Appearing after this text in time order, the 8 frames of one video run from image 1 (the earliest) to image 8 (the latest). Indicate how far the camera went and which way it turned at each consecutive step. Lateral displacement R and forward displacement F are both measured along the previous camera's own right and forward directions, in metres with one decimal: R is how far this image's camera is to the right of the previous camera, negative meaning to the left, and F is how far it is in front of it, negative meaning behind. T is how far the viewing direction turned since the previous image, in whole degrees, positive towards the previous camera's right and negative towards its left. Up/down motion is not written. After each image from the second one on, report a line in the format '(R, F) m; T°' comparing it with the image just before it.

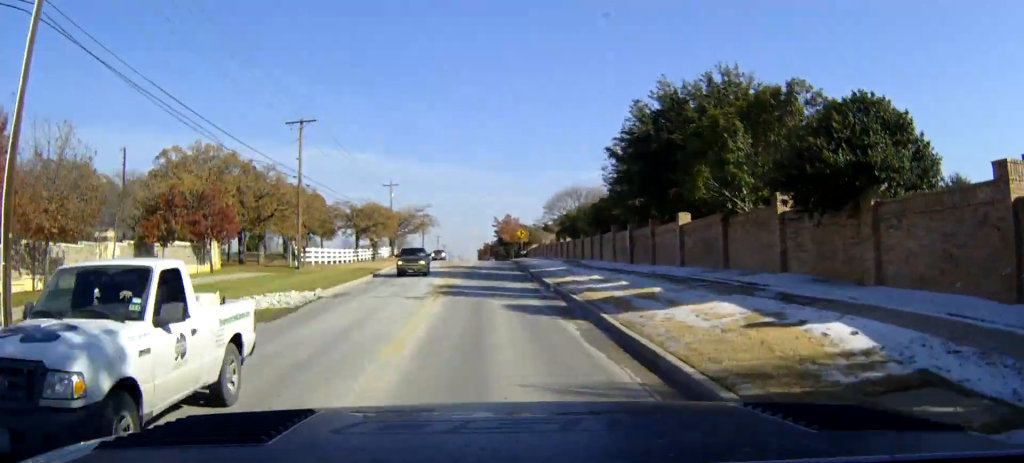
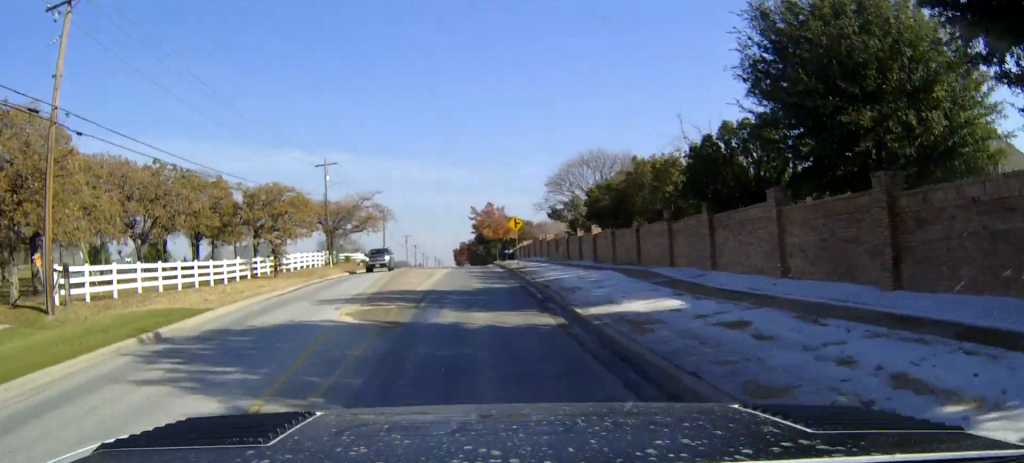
(+0.2, +30.5) m; +1°
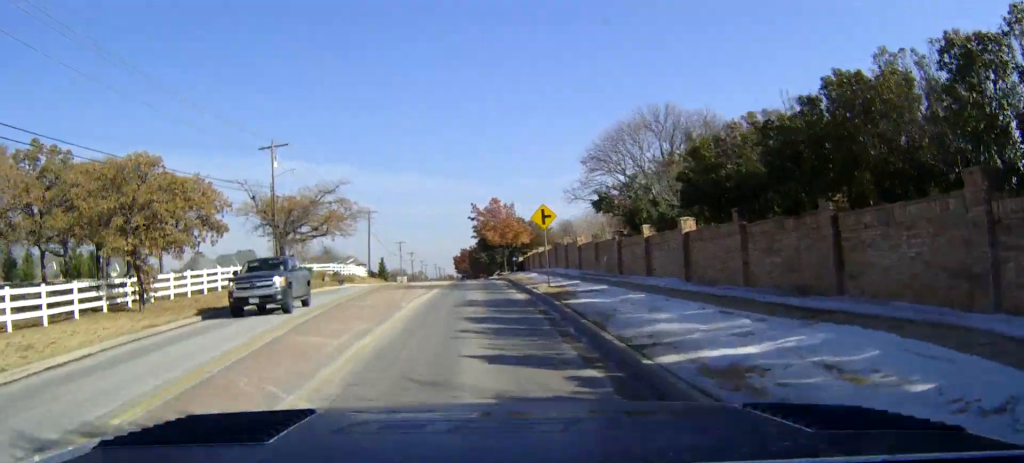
(+0.1, +20.0) m; 0°
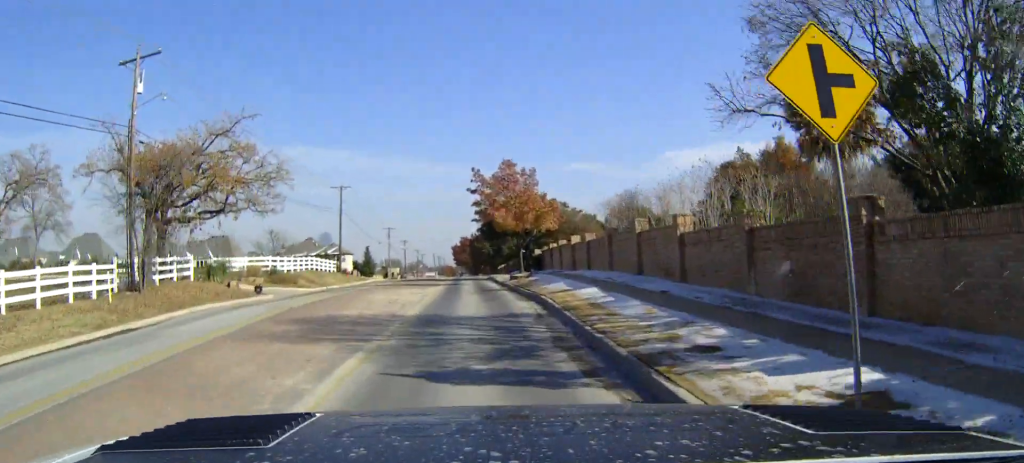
(-0.1, +24.6) m; -1°
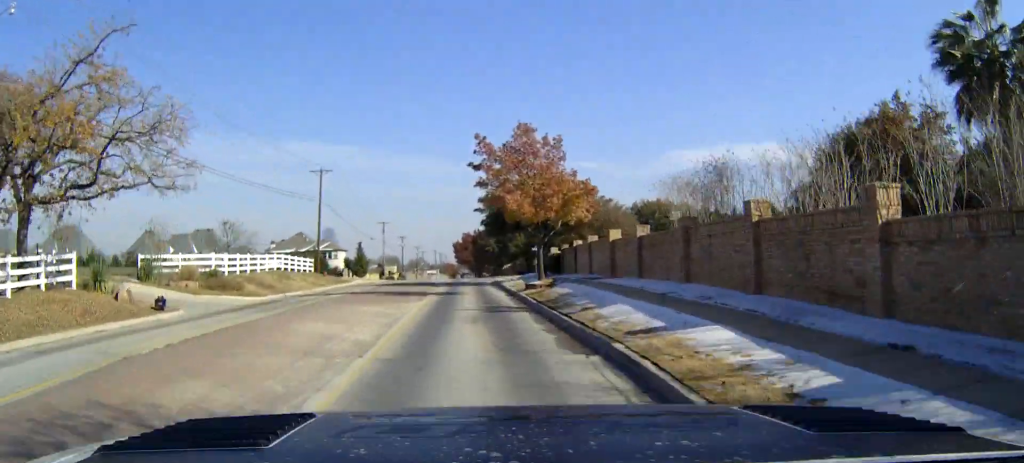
(0.0, +13.3) m; 0°
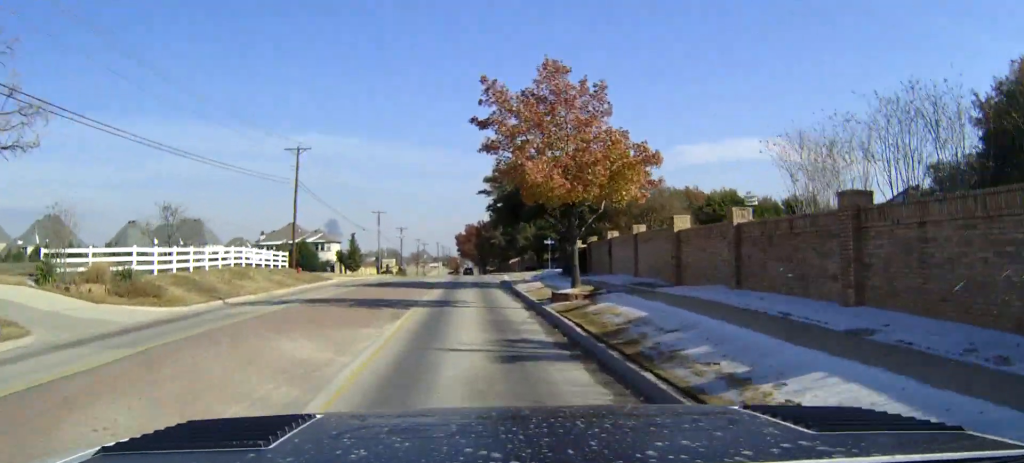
(0.0, +11.4) m; 0°
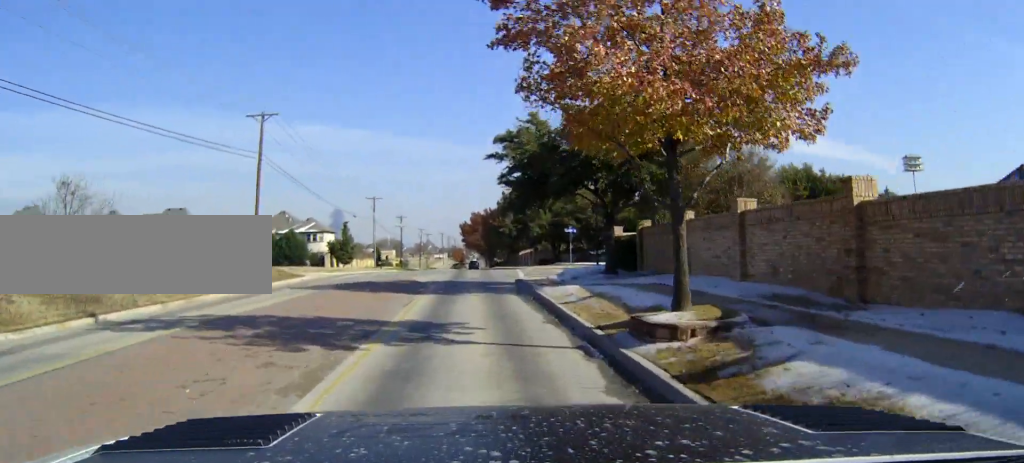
(0.0, +12.5) m; 0°
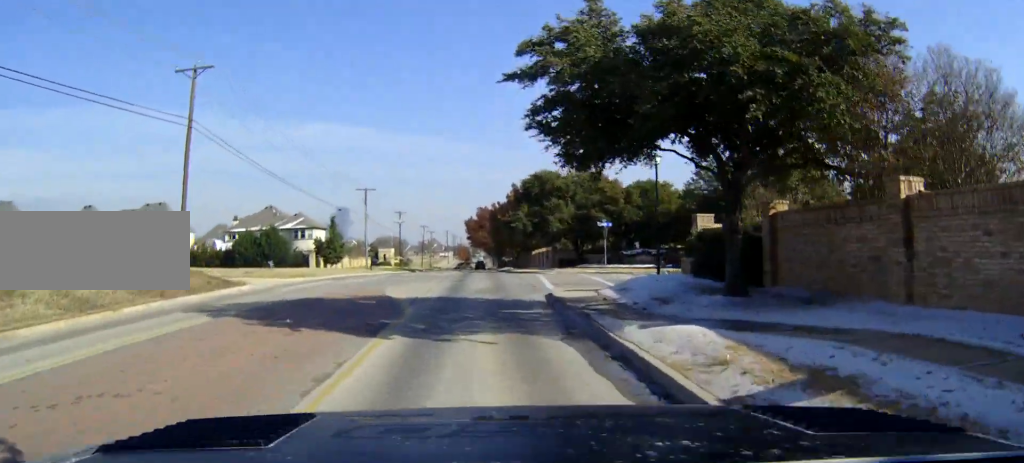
(0.0, +14.0) m; 0°
